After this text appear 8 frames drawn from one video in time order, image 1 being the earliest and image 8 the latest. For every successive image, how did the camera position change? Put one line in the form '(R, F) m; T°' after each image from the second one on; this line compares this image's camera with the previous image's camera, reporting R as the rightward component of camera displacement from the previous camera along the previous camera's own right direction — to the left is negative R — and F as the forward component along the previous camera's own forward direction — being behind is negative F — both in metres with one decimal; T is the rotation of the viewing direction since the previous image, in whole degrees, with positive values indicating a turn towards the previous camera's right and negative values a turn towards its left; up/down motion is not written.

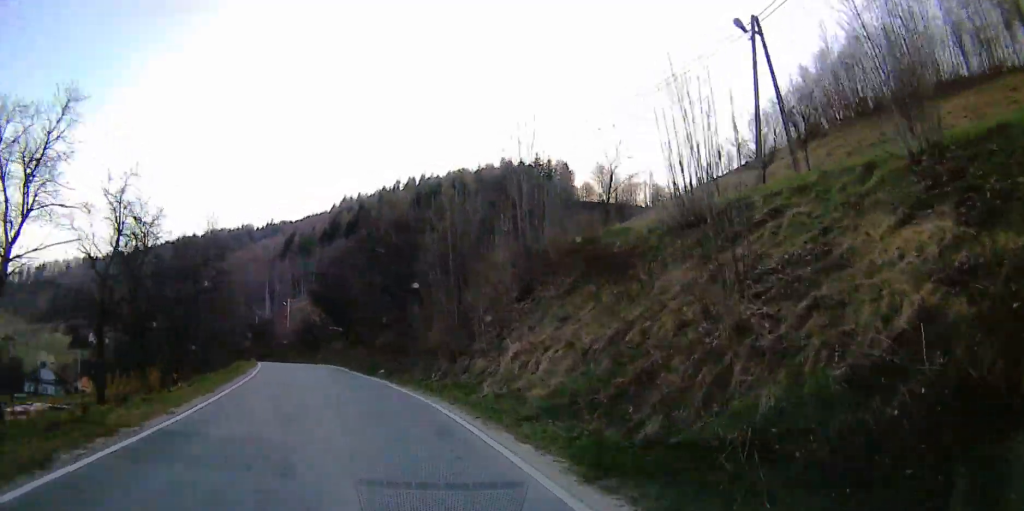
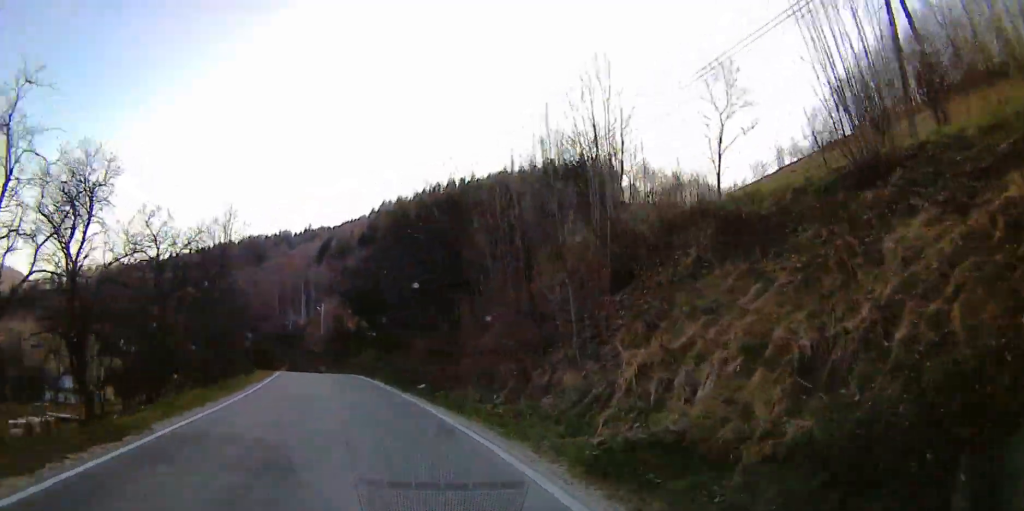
(-0.4, +7.0) m; -3°
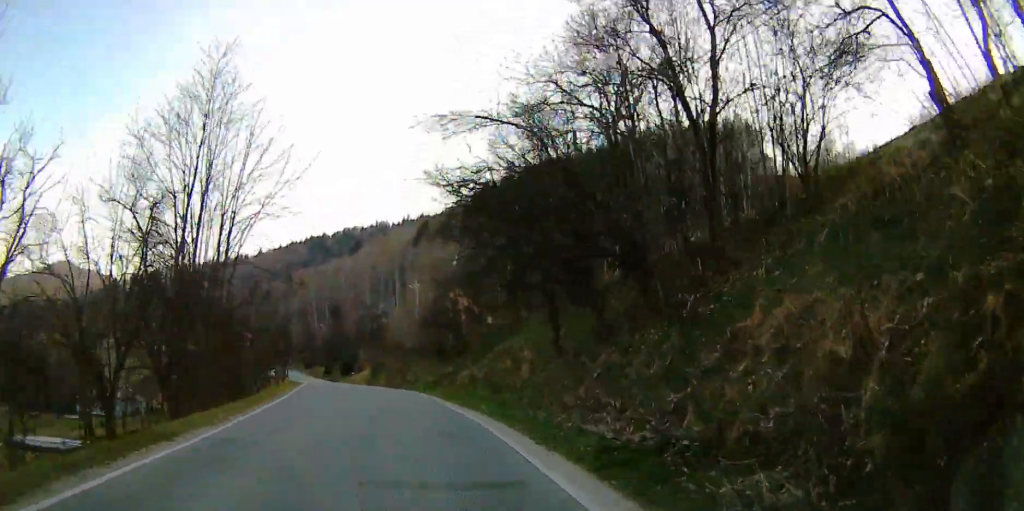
(-2.5, +28.6) m; -10°
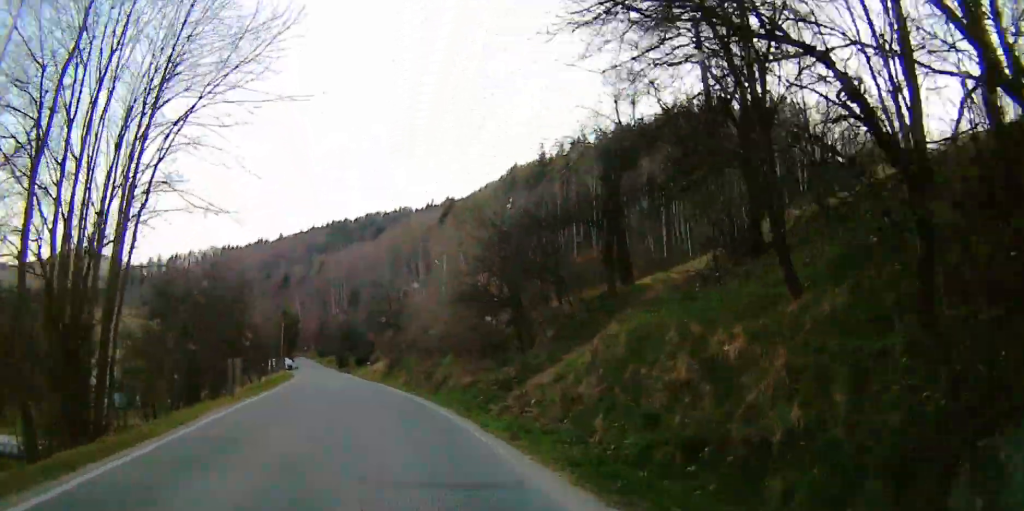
(-0.5, +11.3) m; -5°
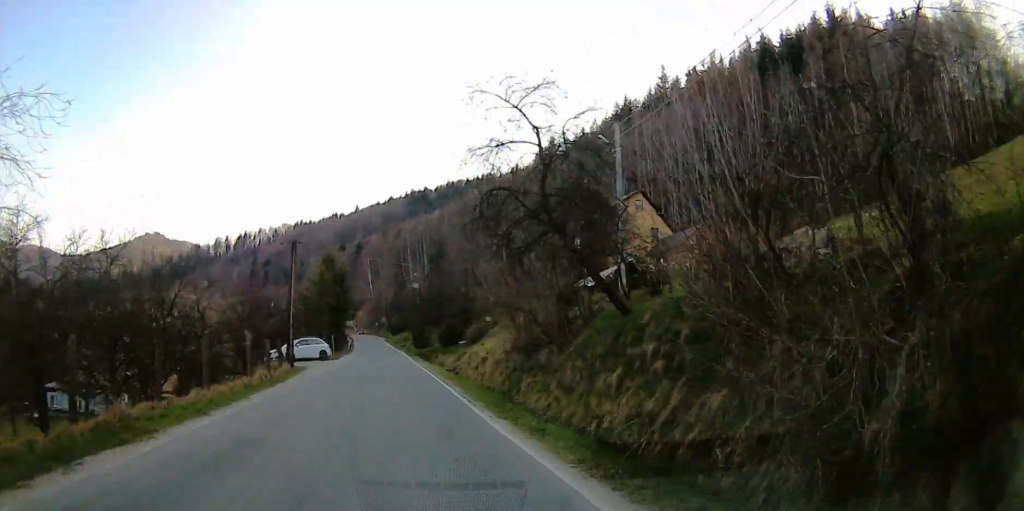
(-1.4, +30.7) m; -2°
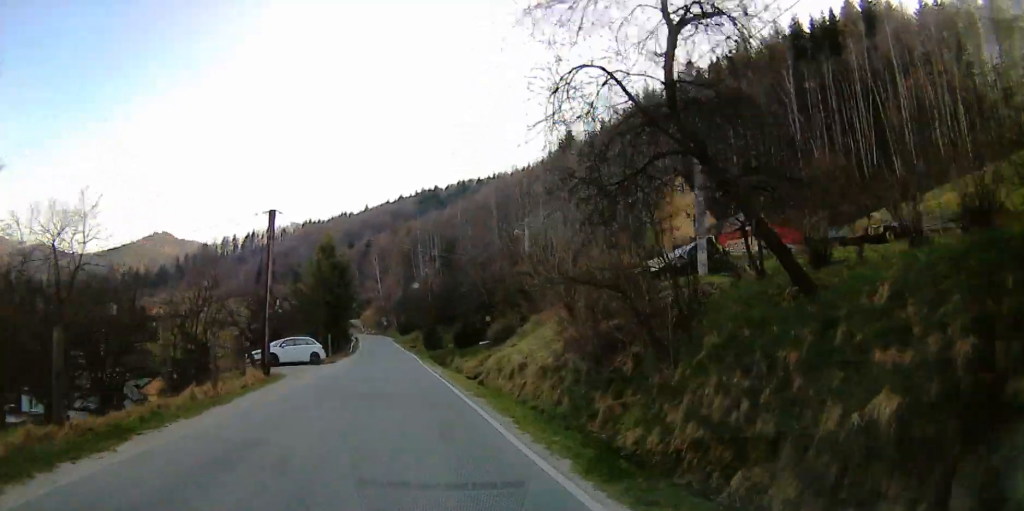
(0.0, +8.0) m; -1°
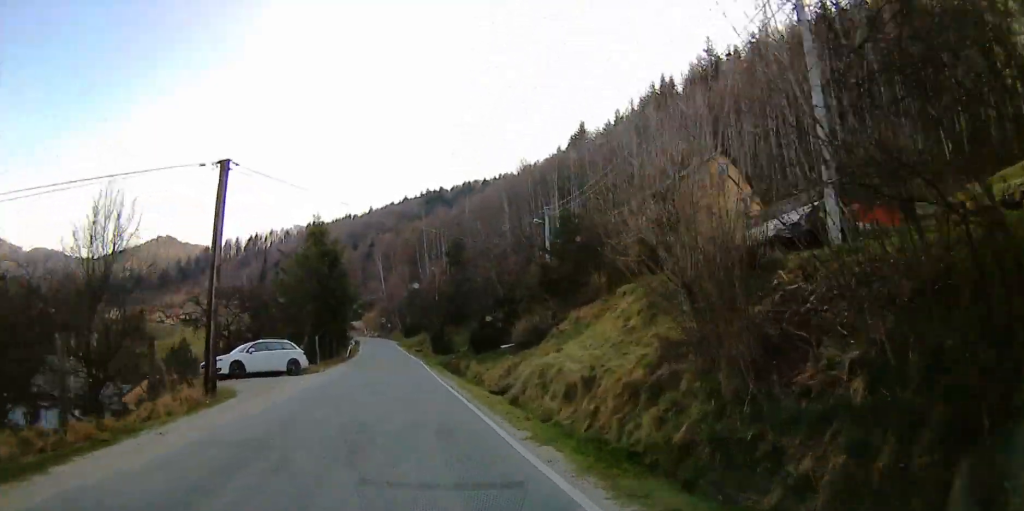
(-0.2, +7.9) m; -1°
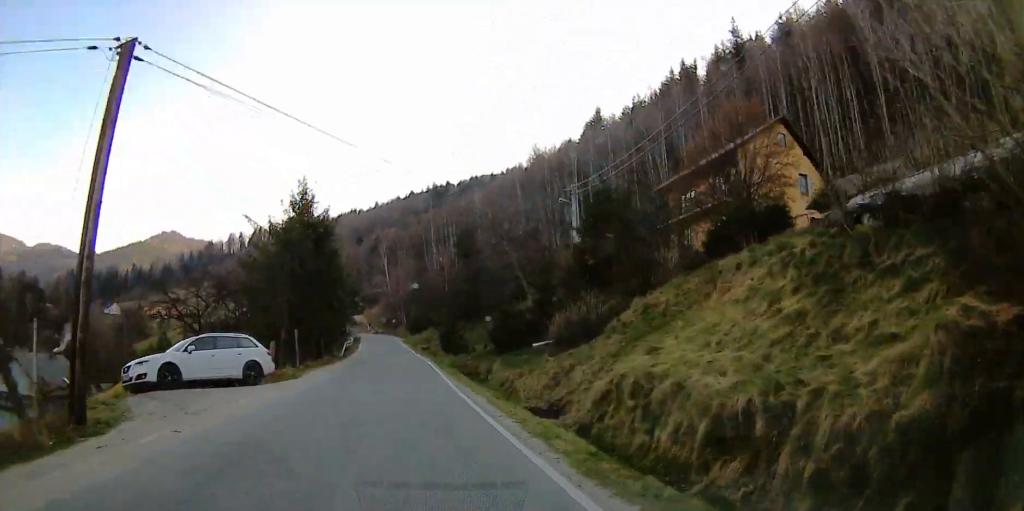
(-0.1, +7.8) m; -1°
